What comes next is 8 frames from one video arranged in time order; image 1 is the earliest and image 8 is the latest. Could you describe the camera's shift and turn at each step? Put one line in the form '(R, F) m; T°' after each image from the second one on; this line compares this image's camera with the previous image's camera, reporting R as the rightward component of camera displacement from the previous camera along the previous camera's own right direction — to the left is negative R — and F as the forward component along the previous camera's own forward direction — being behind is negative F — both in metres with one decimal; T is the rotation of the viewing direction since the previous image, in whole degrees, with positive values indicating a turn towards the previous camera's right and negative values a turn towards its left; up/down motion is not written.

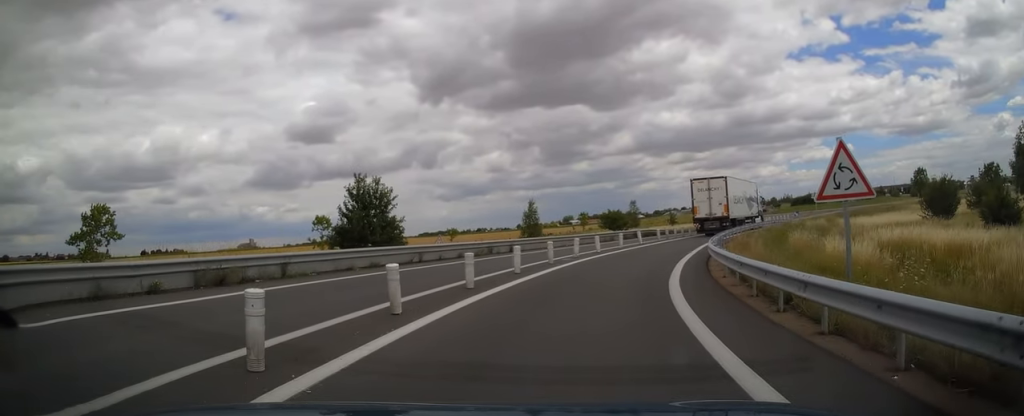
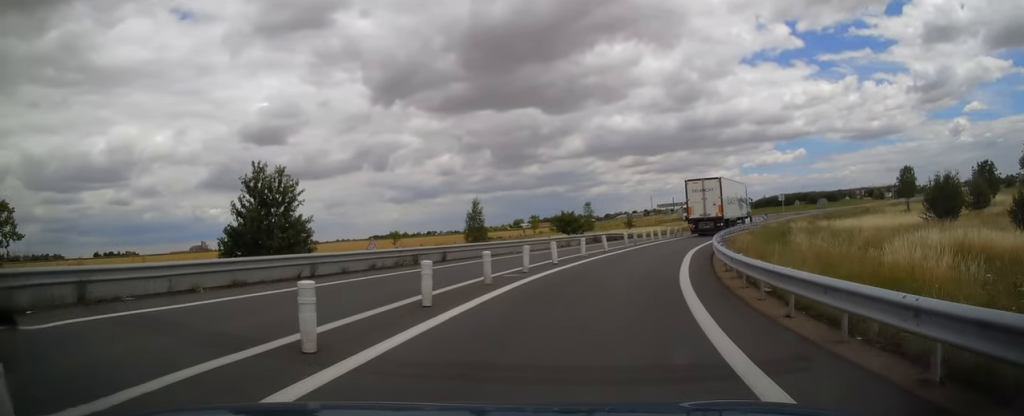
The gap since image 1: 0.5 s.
(+0.2, +6.9) m; +6°
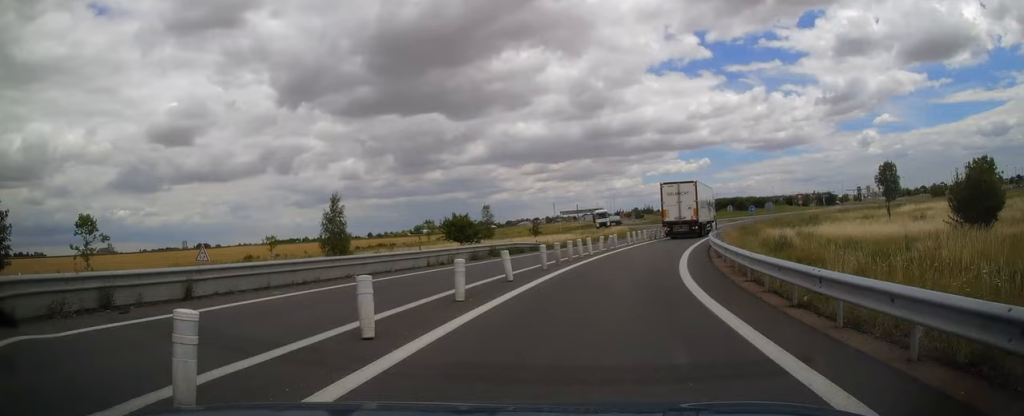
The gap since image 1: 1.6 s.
(+1.2, +13.7) m; +7°
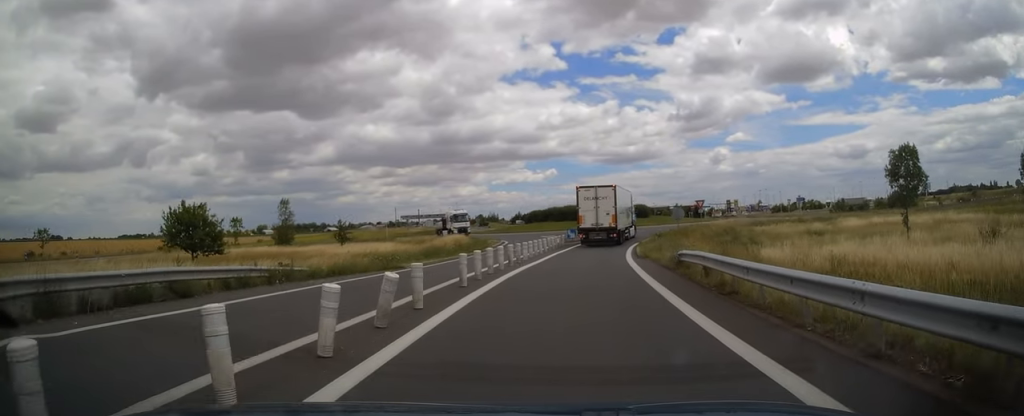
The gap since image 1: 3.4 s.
(+2.7, +22.2) m; +16°
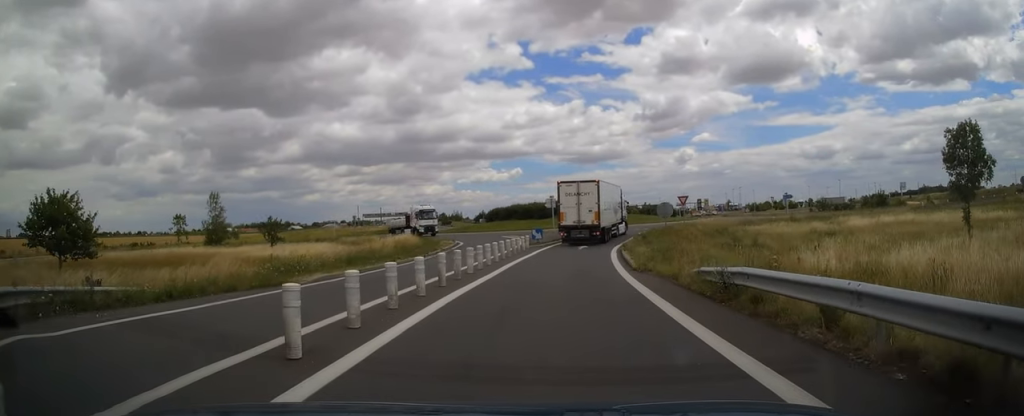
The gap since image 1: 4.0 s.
(+0.5, +8.1) m; +4°
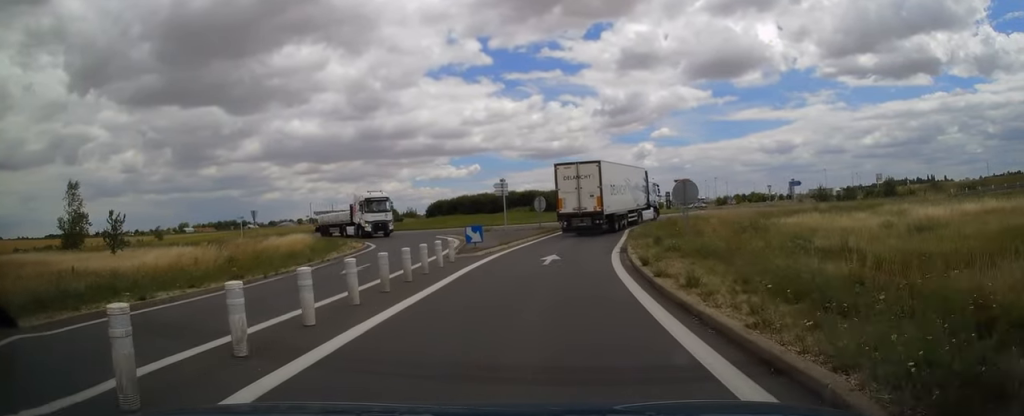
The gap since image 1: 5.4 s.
(+0.7, +16.3) m; +5°
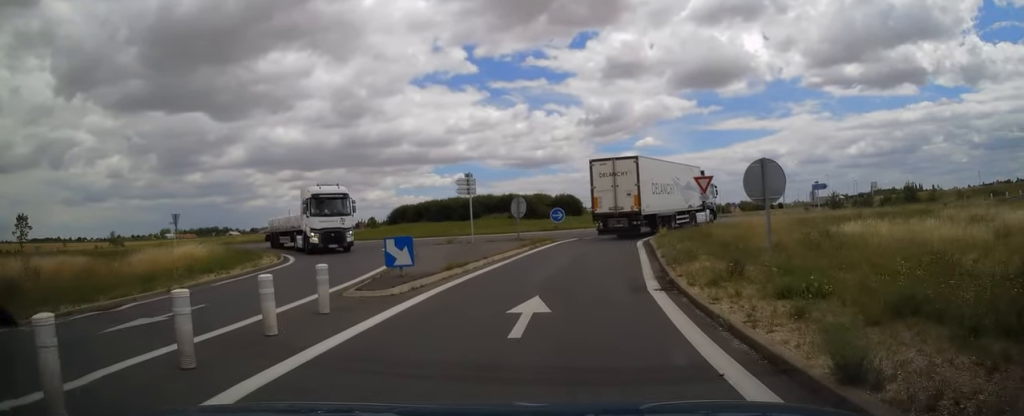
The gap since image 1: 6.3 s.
(+0.4, +10.8) m; +3°
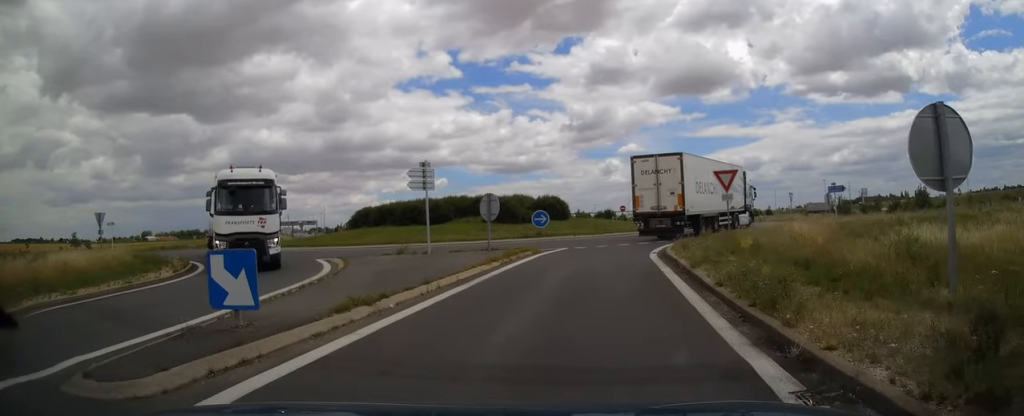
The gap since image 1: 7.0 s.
(+0.1, +7.5) m; +1°
